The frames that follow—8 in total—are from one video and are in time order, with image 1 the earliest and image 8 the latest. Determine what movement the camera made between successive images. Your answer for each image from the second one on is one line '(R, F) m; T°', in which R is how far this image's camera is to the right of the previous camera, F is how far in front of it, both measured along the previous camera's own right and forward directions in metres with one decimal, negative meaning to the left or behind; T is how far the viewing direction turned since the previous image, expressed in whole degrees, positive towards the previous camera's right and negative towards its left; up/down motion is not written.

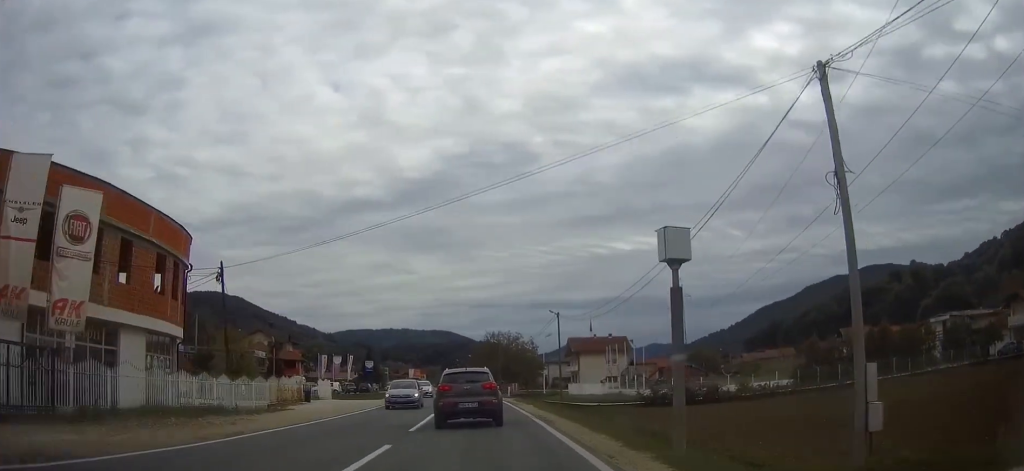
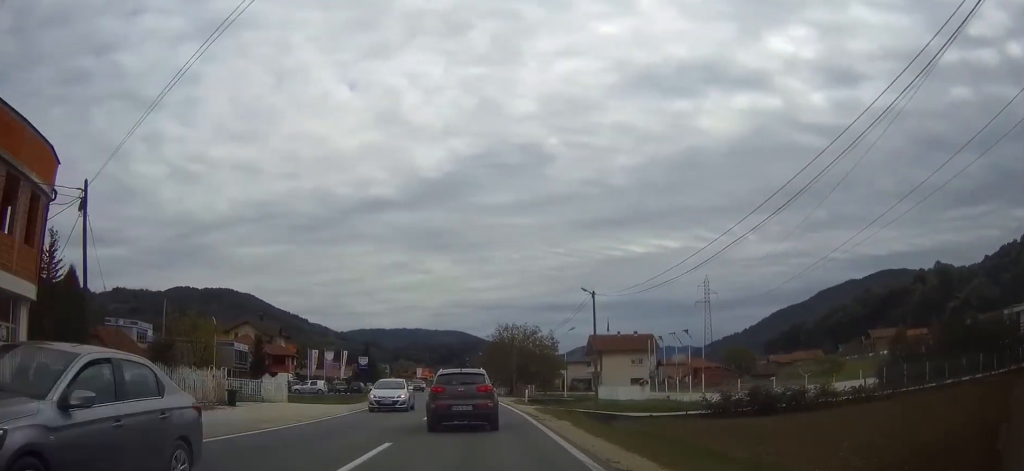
(-0.3, +13.7) m; -1°
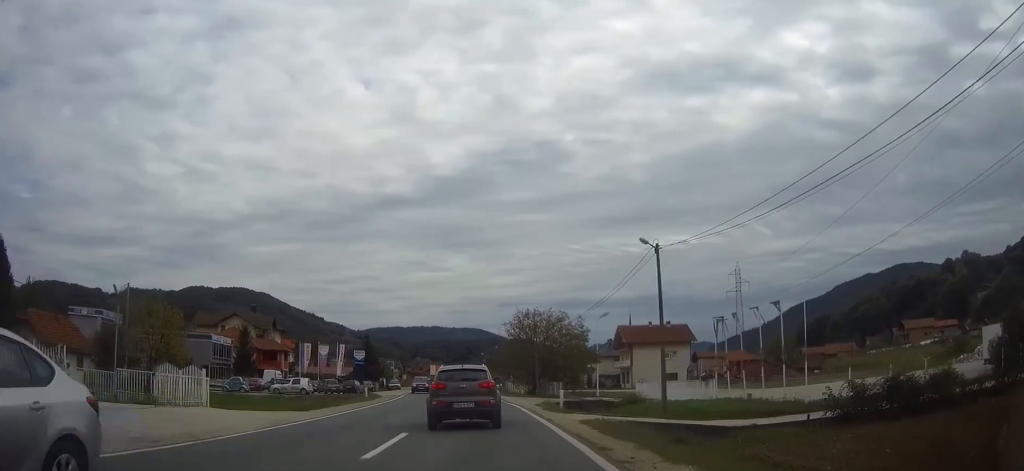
(0.0, +13.0) m; 0°
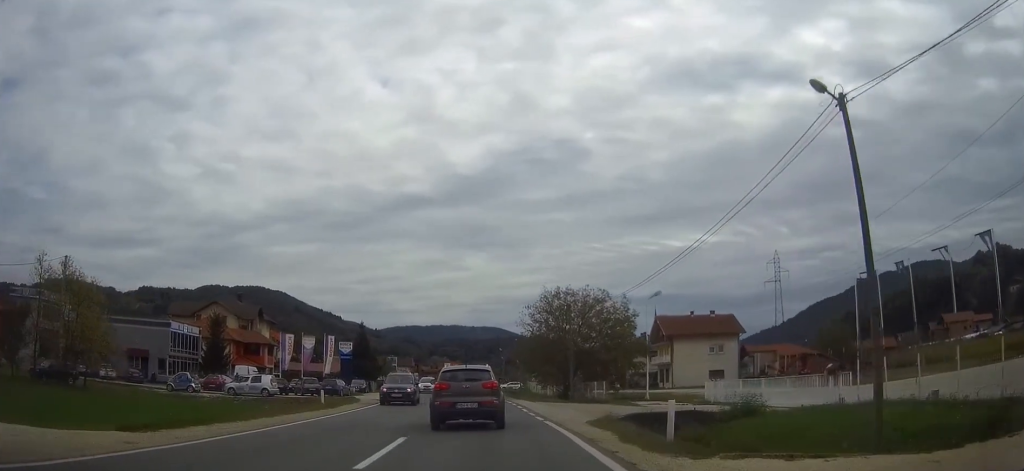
(-0.2, +15.5) m; -2°
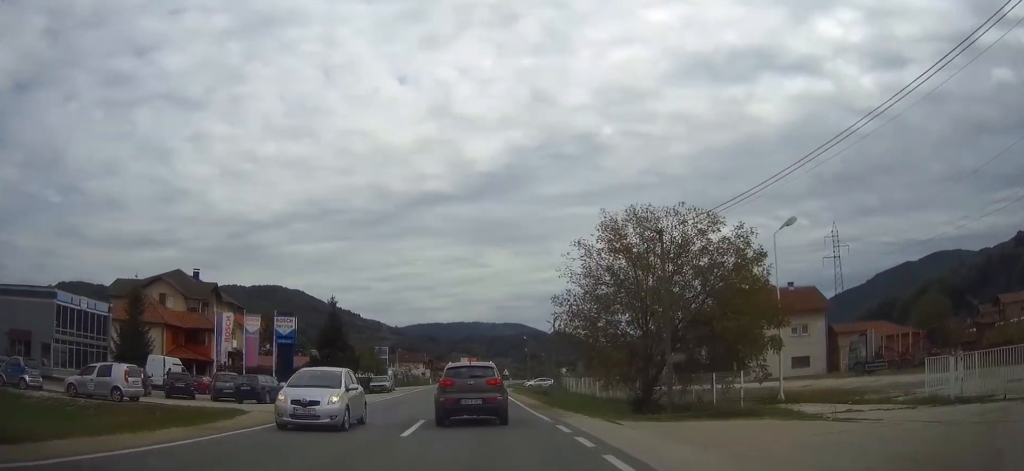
(-0.5, +23.0) m; -1°
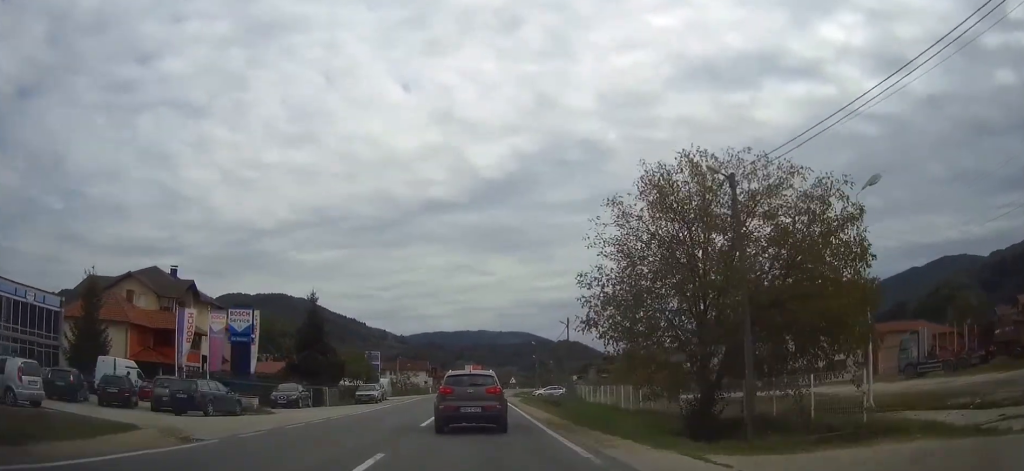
(0.0, +7.9) m; 0°
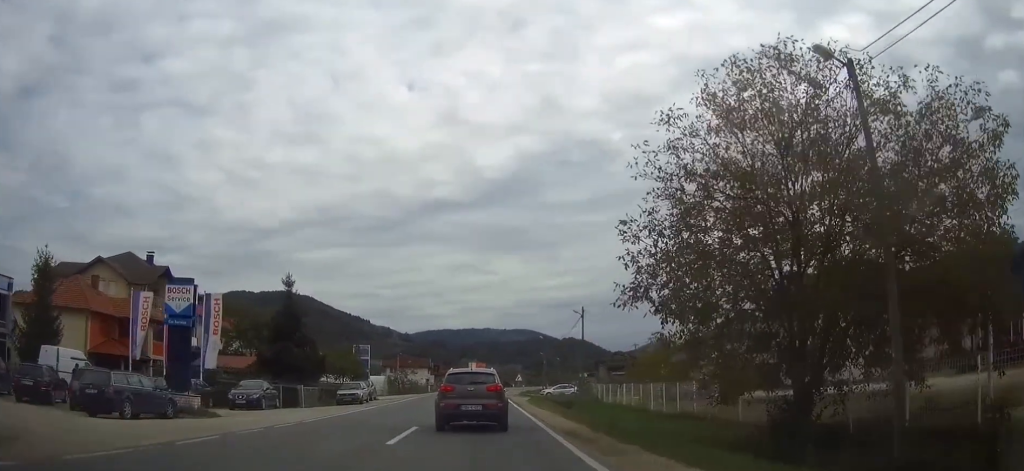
(0.0, +6.9) m; 0°
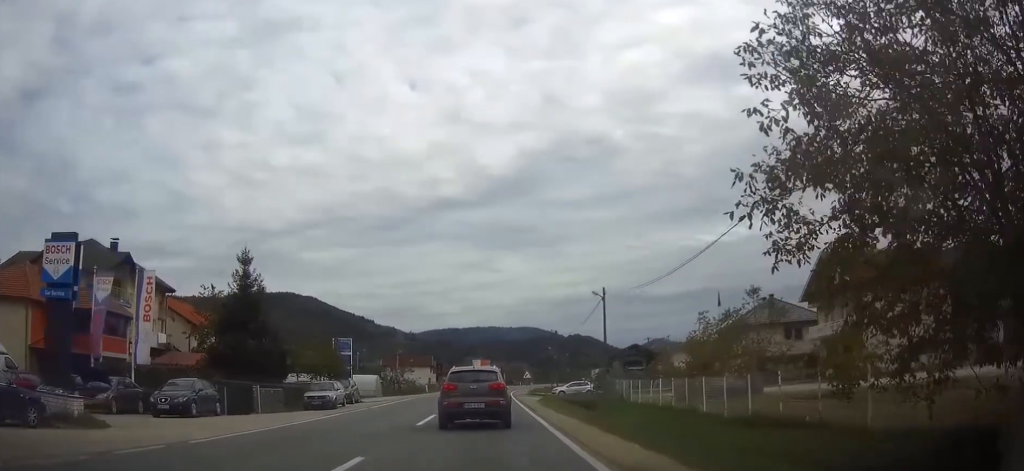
(0.0, +8.2) m; -1°
